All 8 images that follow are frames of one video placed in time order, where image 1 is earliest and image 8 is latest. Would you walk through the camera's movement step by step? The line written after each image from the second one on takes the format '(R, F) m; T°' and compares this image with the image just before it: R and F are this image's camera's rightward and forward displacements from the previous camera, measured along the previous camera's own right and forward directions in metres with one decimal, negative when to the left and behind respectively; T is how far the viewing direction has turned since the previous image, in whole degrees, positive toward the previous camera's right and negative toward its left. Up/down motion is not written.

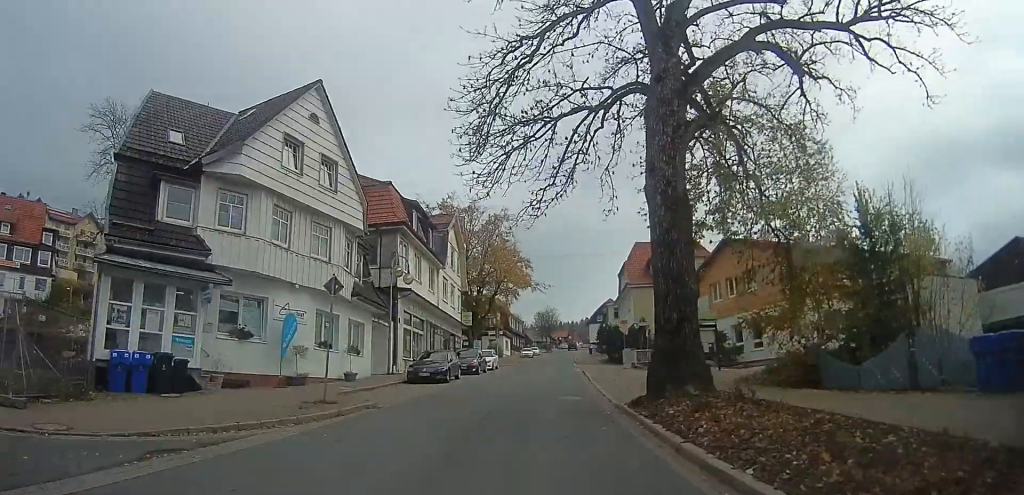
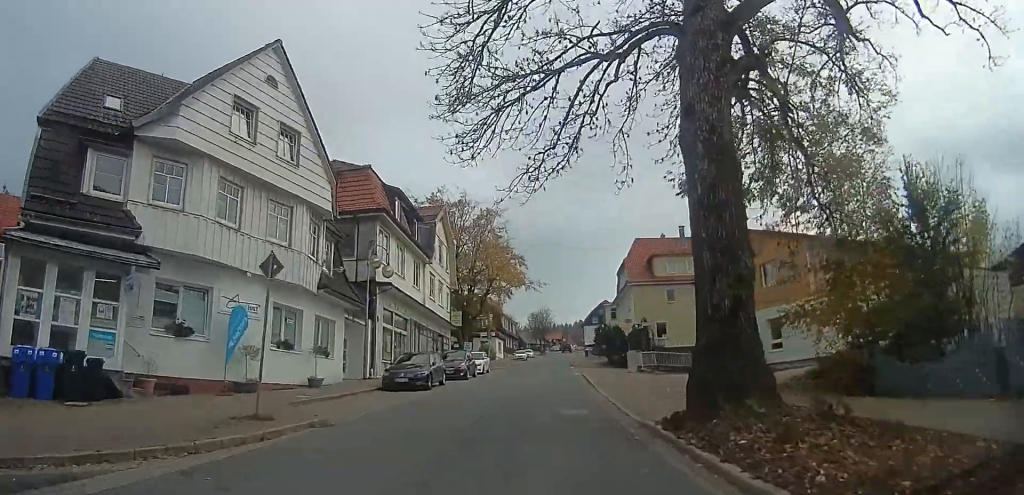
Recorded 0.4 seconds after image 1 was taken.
(0.0, +3.2) m; 0°
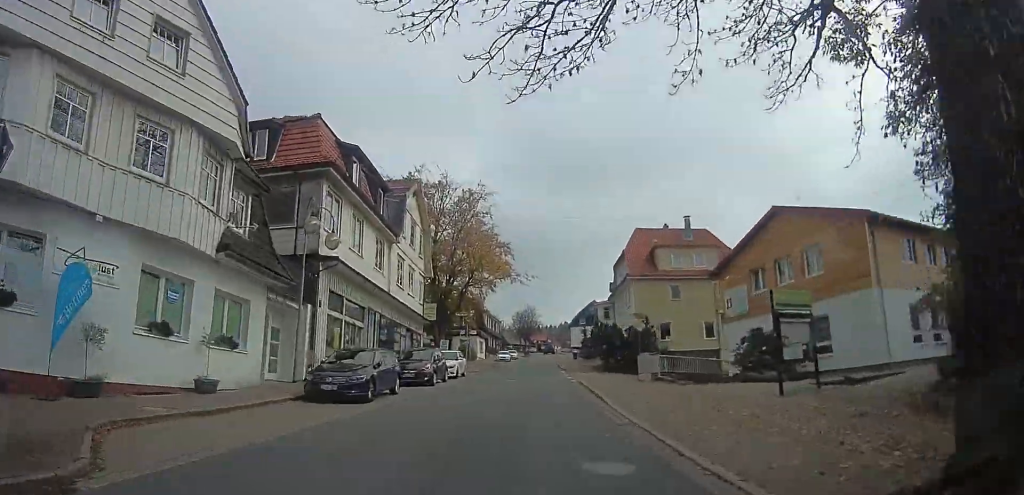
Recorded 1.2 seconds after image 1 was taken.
(0.0, +6.2) m; +2°
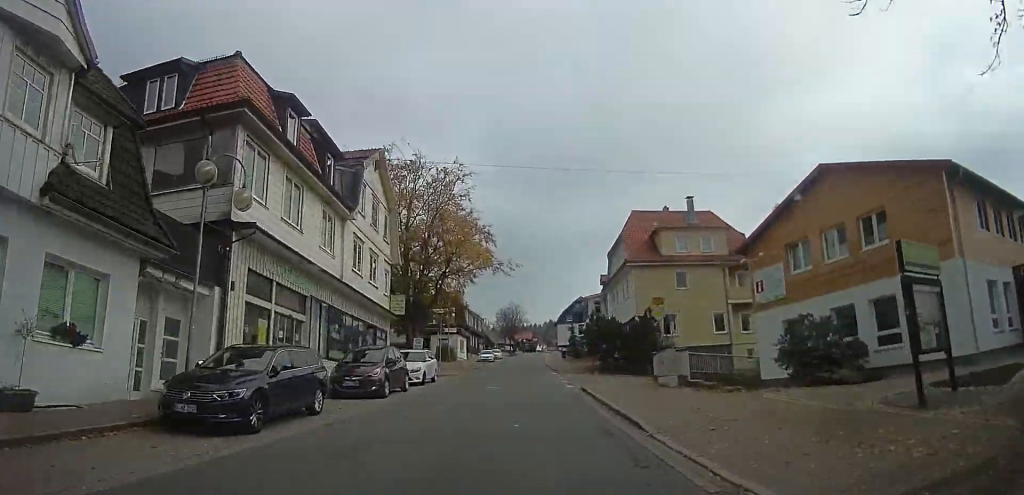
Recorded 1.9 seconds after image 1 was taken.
(+0.1, +5.6) m; +1°
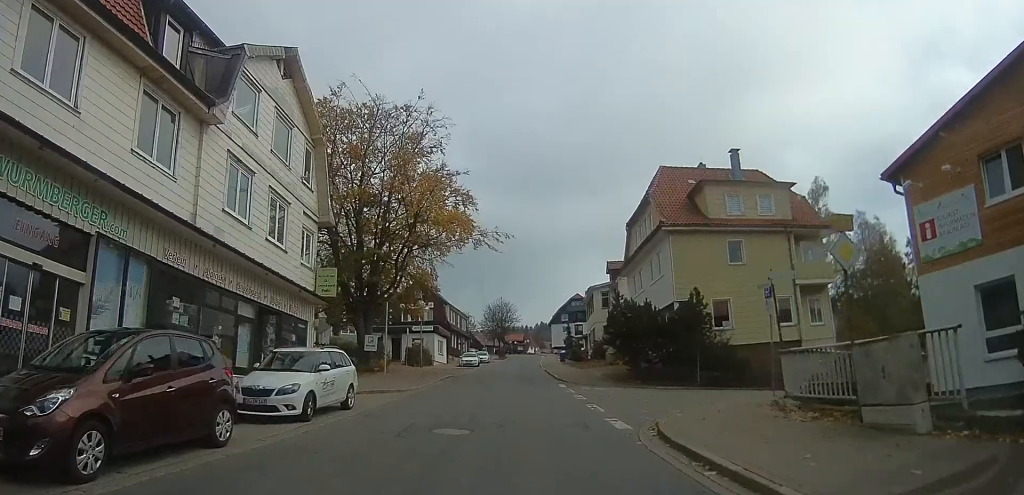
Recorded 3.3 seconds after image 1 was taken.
(-0.1, +11.2) m; -2°
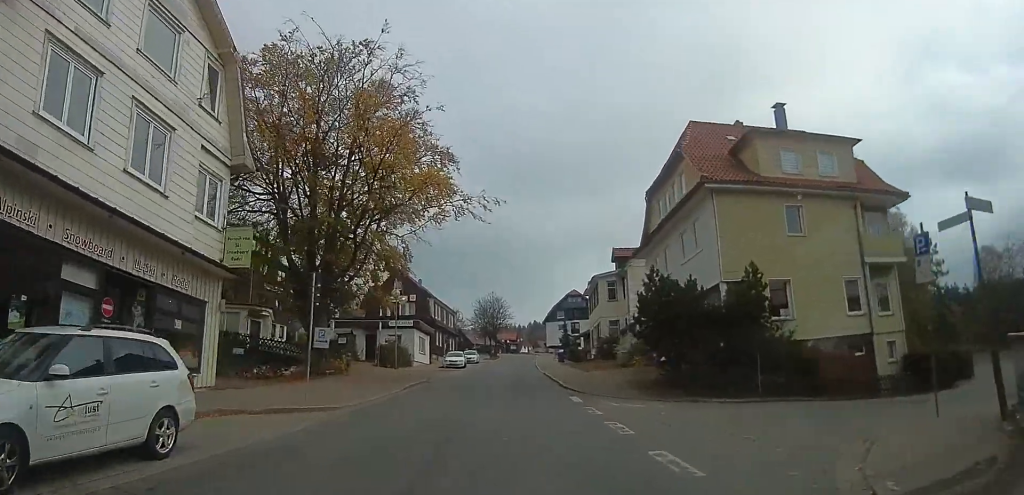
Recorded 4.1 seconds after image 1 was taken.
(0.0, +7.0) m; 0°
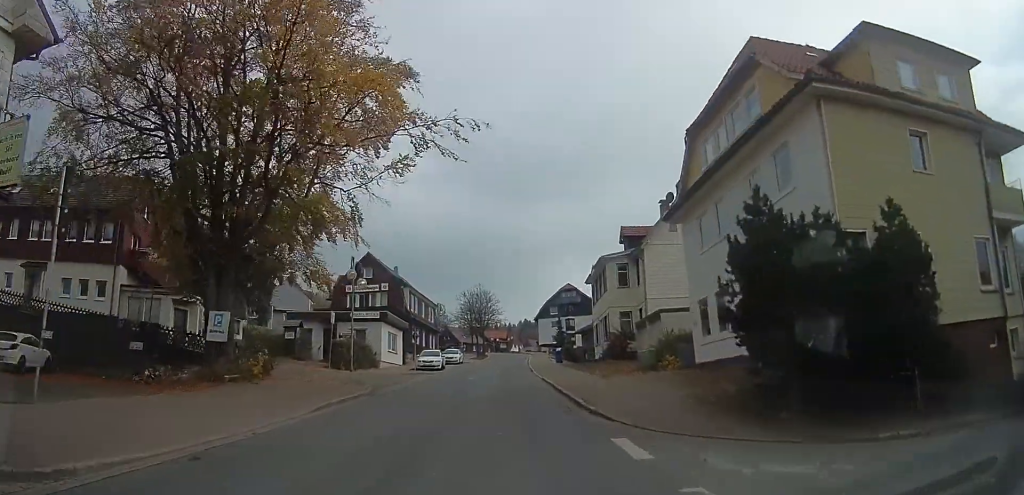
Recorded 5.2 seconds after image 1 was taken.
(0.0, +8.2) m; +2°
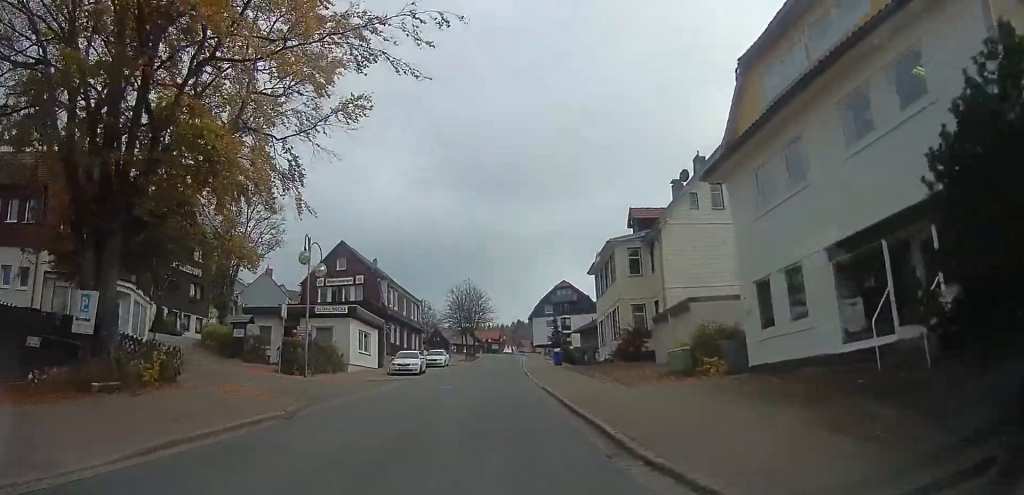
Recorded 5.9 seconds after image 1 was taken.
(+0.2, +5.7) m; +2°
